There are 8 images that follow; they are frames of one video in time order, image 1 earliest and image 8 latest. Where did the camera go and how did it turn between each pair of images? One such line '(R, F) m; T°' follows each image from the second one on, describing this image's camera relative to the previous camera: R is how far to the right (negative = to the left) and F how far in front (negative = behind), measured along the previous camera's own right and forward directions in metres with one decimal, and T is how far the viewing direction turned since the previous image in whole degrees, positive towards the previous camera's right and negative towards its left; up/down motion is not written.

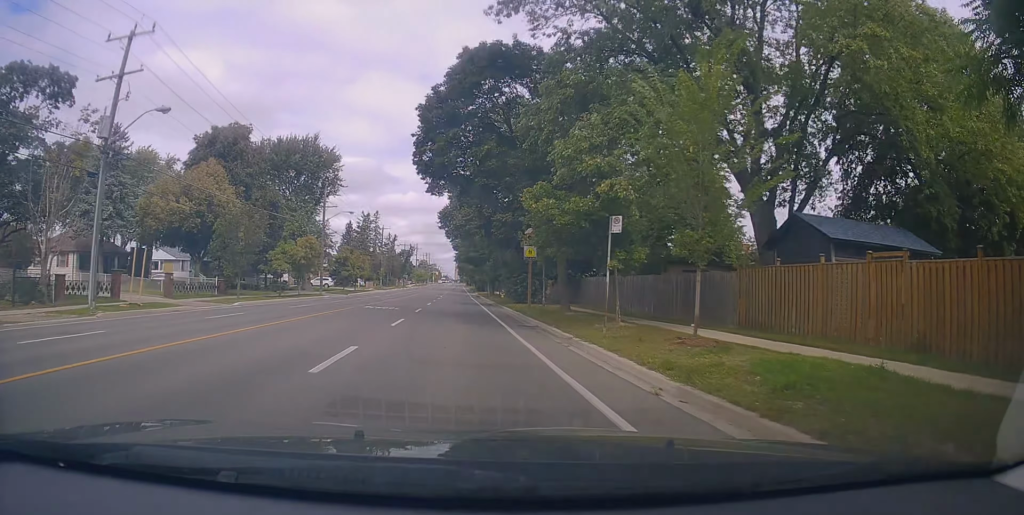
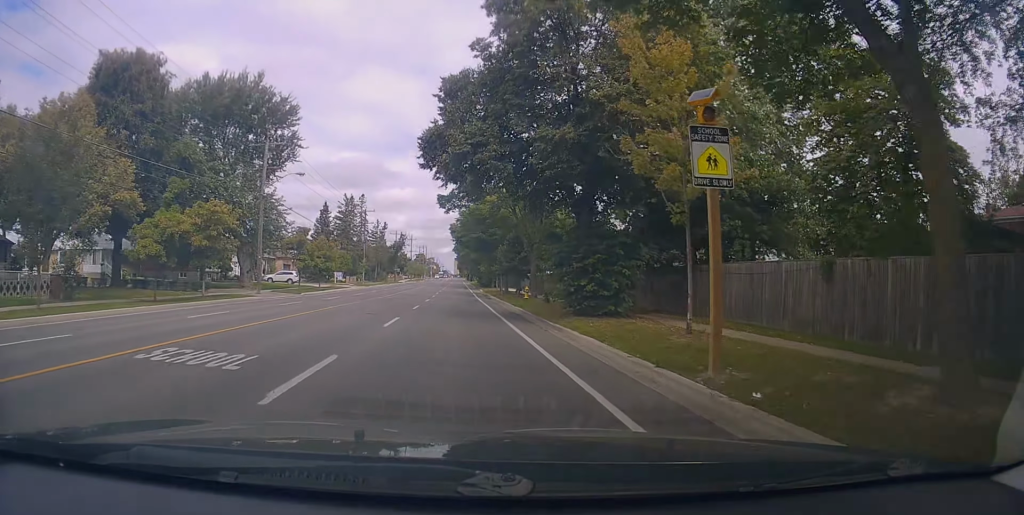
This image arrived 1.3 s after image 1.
(-0.1, +19.8) m; -1°
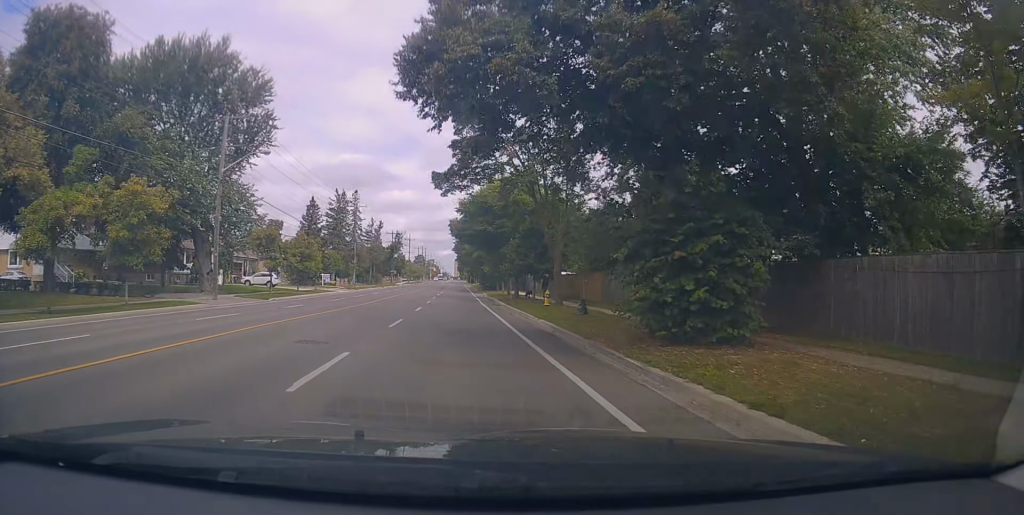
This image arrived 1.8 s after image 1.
(0.0, +8.2) m; +1°
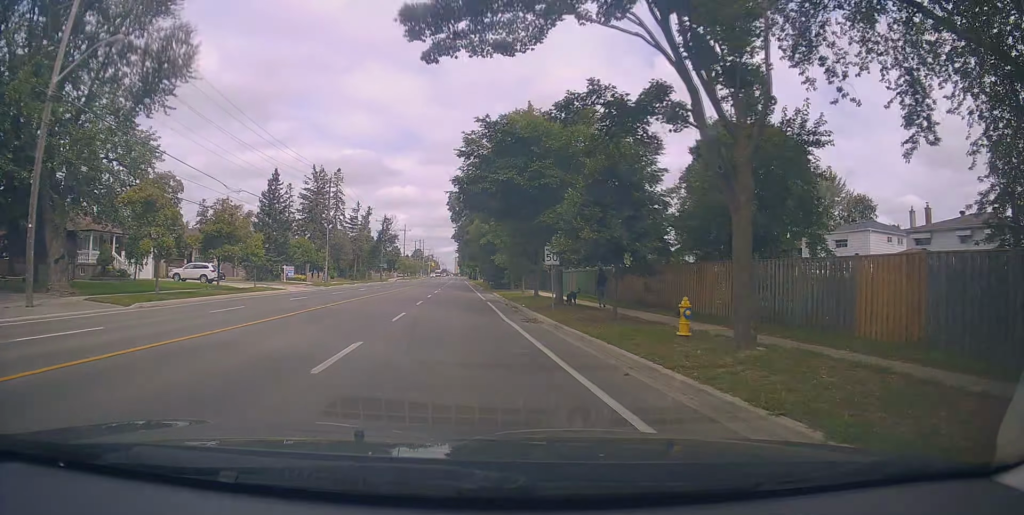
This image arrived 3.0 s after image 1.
(+0.3, +17.5) m; +2°
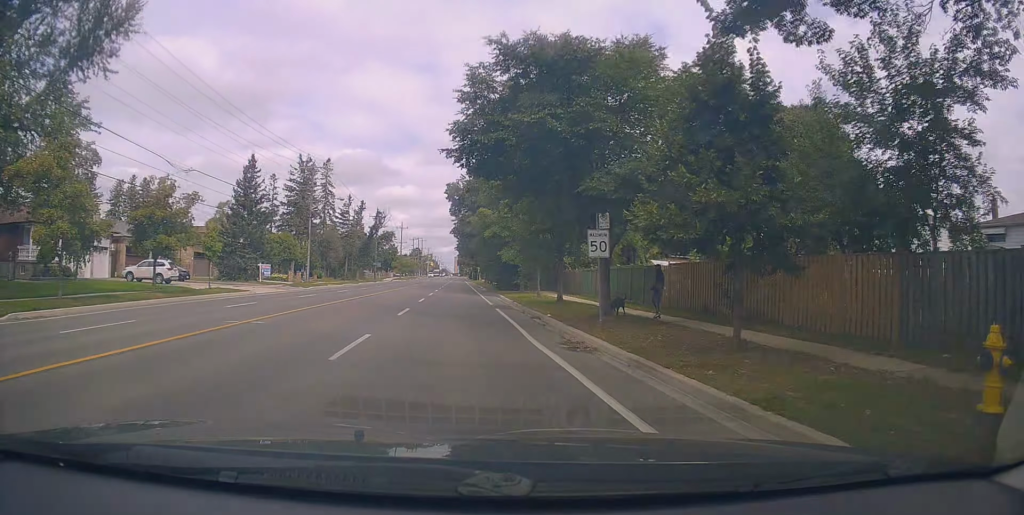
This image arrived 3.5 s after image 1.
(+0.2, +7.7) m; +1°
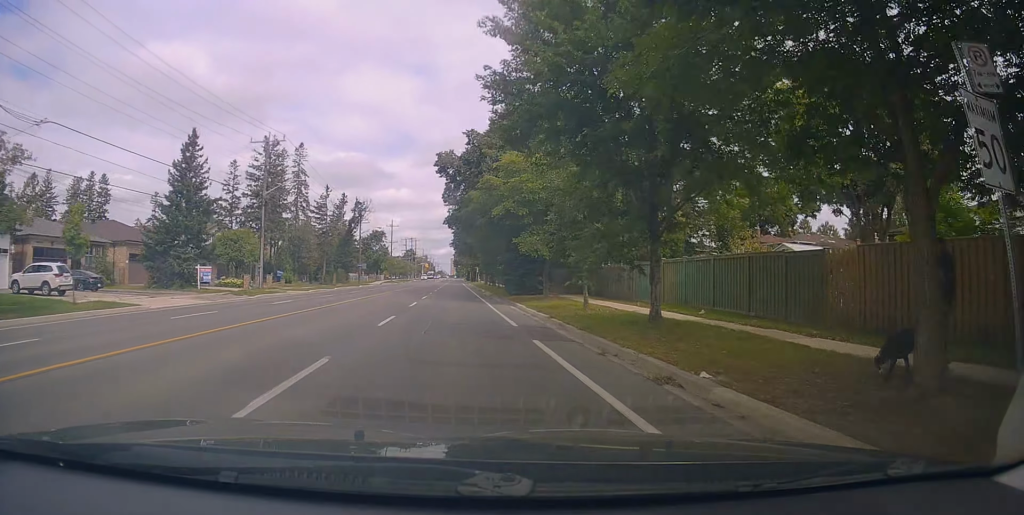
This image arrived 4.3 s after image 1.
(-0.1, +12.7) m; -2°
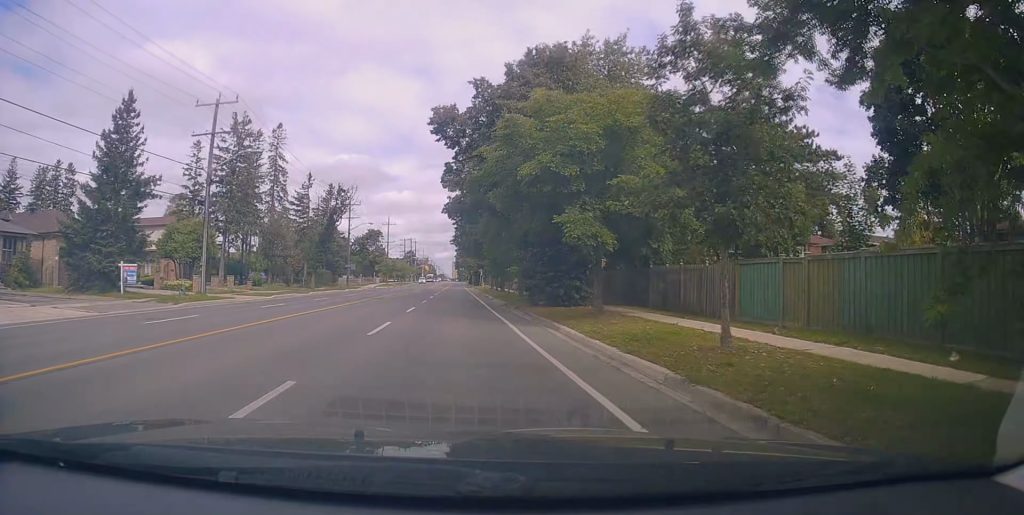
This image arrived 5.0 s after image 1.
(-0.2, +10.6) m; 0°
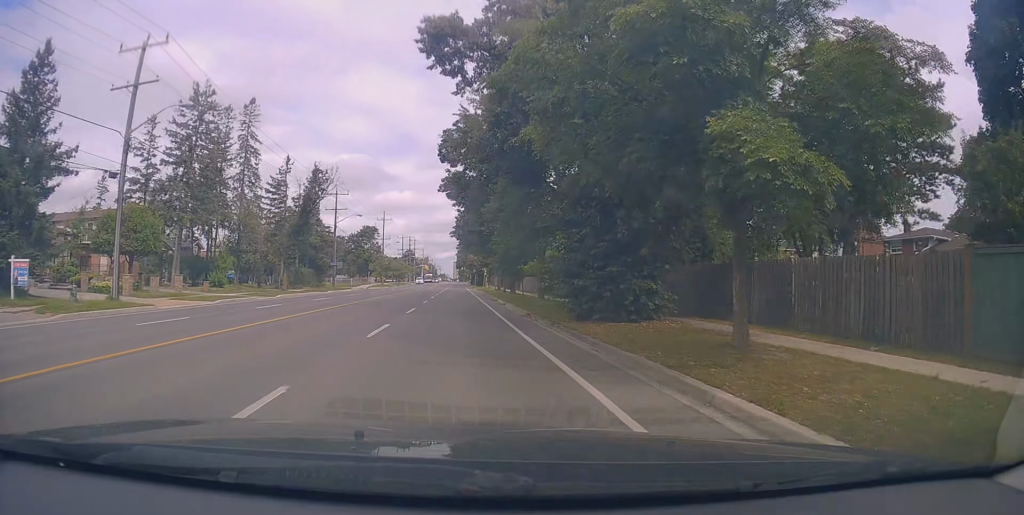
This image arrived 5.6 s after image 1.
(-0.1, +9.5) m; 0°
